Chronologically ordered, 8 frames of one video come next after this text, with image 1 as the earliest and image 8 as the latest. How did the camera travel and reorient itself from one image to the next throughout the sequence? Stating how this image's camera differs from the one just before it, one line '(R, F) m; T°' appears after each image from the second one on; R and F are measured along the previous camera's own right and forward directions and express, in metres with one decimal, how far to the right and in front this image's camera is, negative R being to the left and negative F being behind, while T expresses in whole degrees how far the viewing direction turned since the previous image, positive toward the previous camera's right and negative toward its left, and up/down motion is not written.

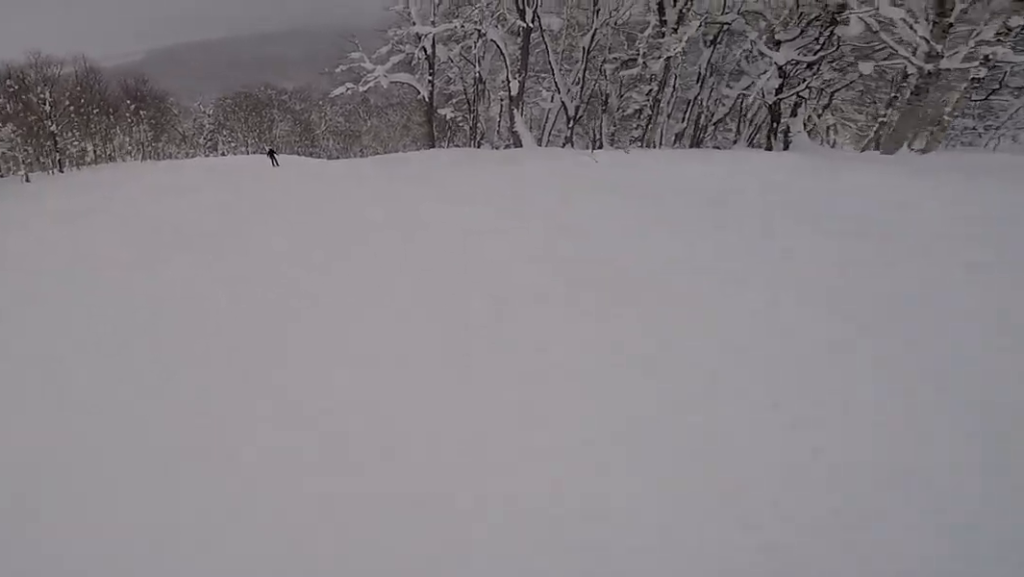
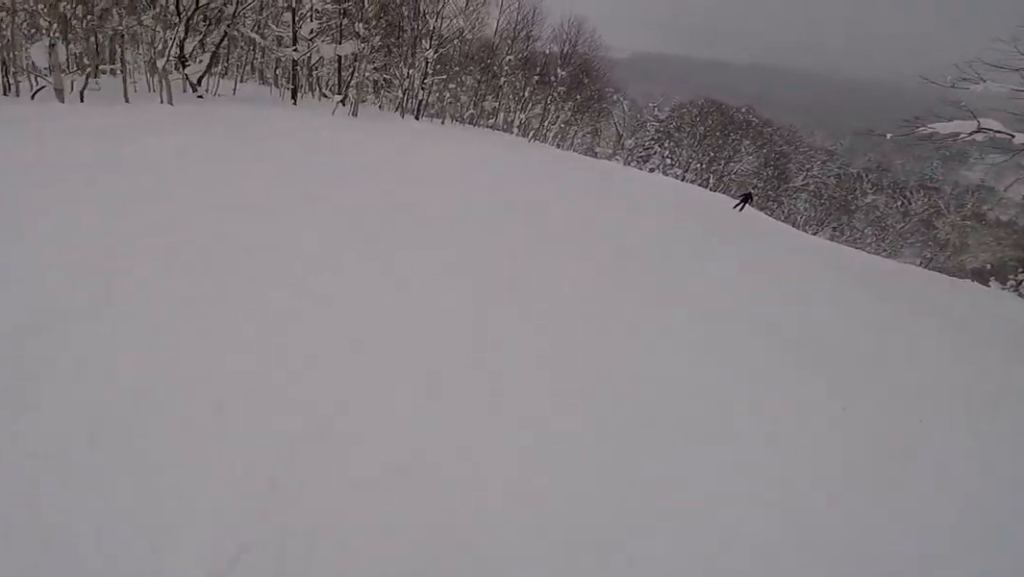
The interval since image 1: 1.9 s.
(-2.2, +14.2) m; -9°
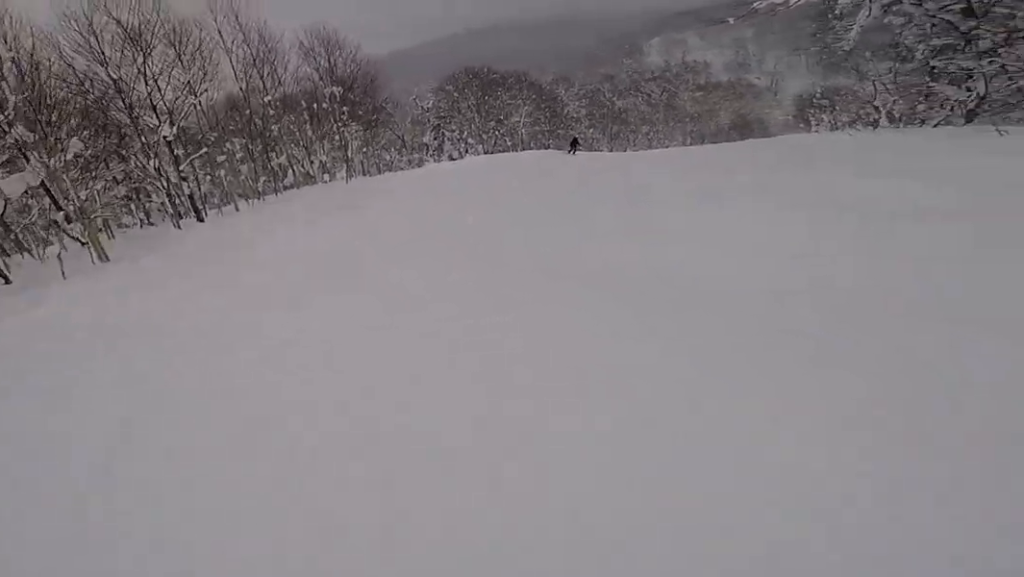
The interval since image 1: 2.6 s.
(0.0, +5.5) m; +9°
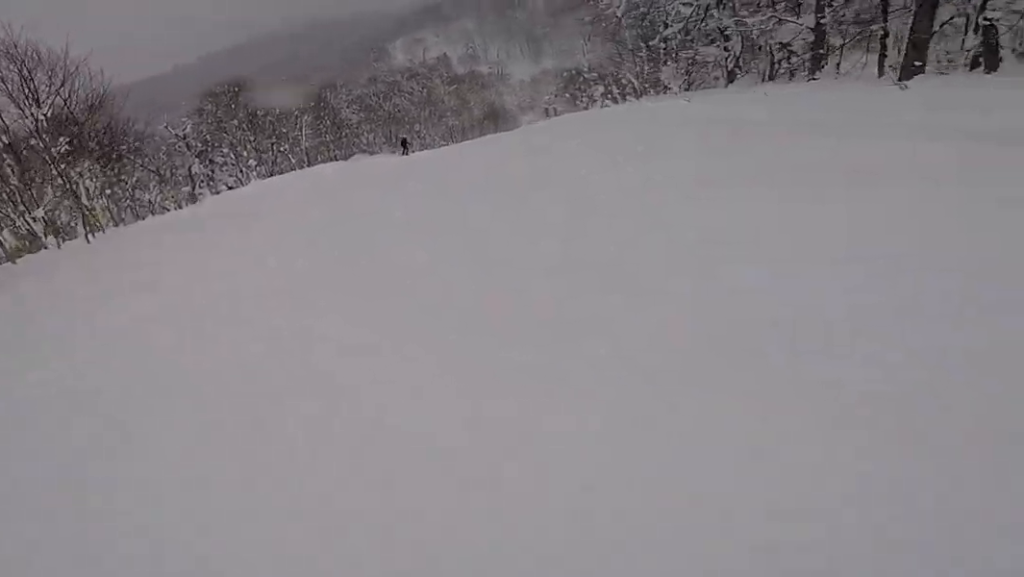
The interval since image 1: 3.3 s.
(+0.3, +5.0) m; +12°
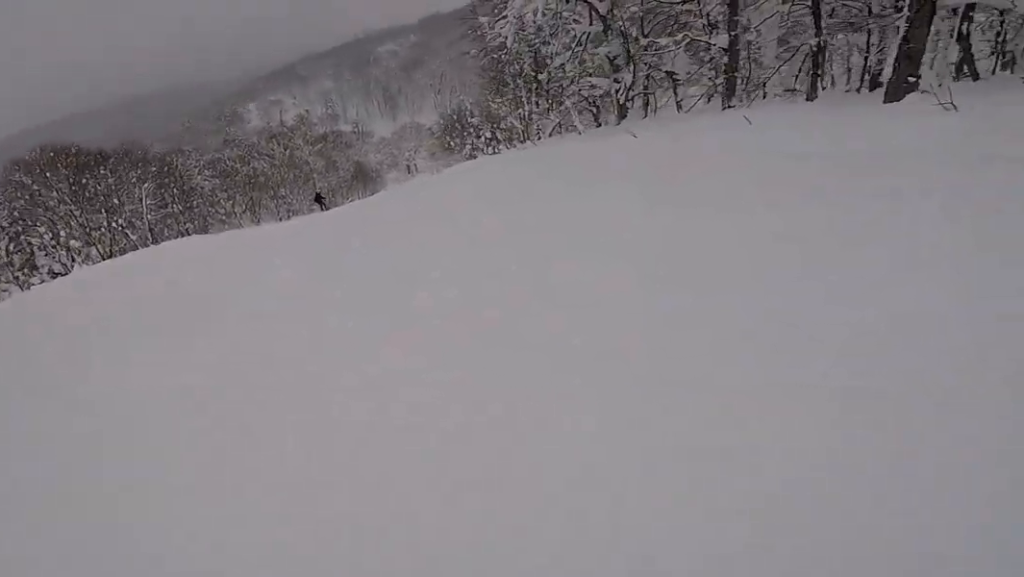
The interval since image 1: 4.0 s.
(+0.6, +4.7) m; +14°
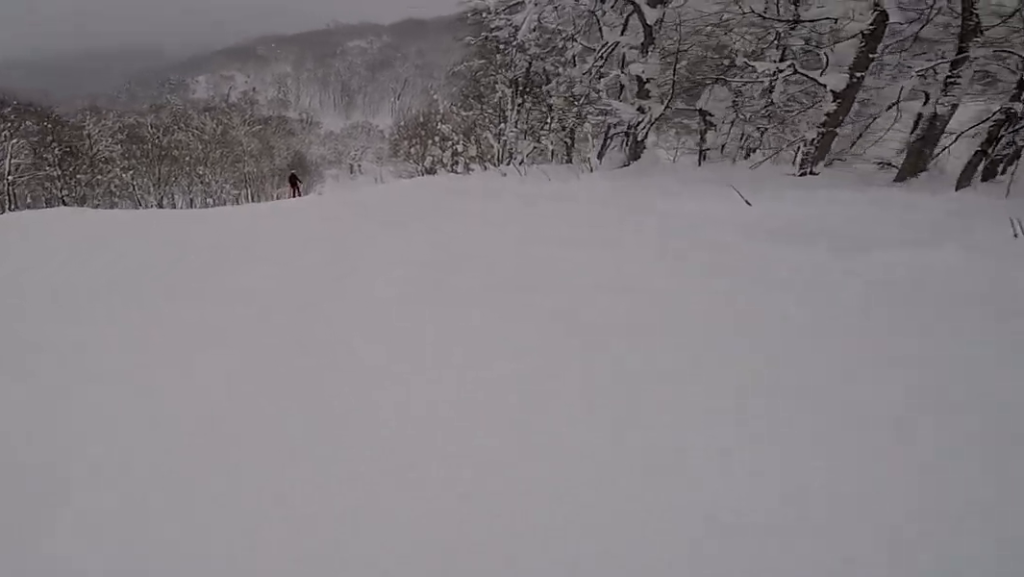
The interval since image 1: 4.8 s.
(+0.9, +6.3) m; +1°
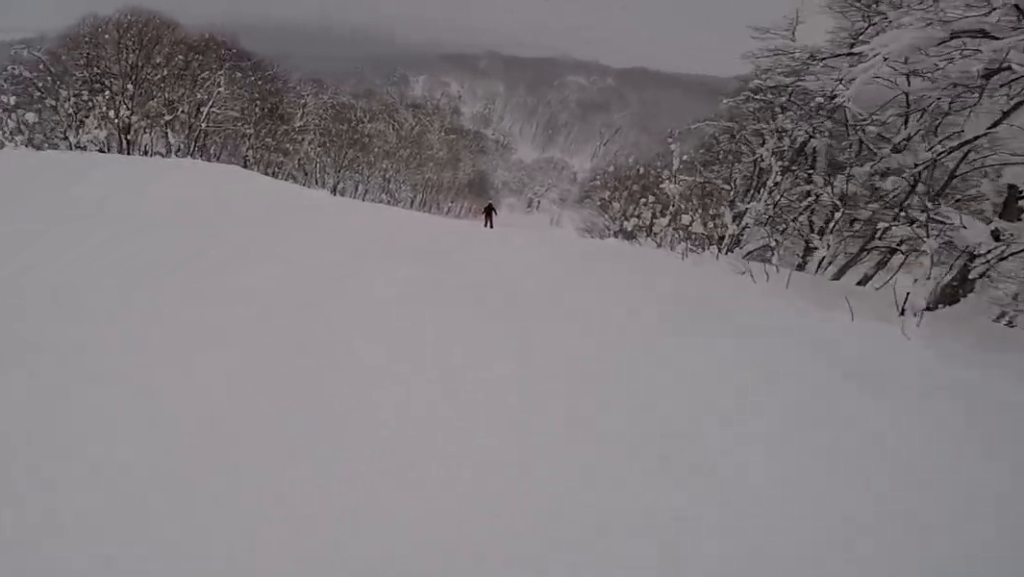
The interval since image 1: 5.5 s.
(-0.3, +4.5) m; -3°
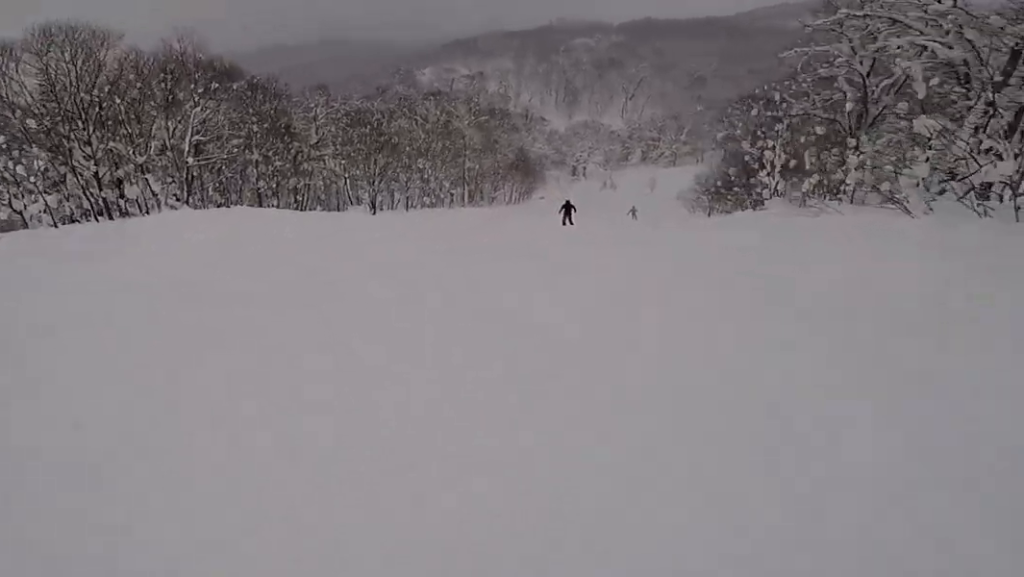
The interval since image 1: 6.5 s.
(-0.5, +8.0) m; +2°
